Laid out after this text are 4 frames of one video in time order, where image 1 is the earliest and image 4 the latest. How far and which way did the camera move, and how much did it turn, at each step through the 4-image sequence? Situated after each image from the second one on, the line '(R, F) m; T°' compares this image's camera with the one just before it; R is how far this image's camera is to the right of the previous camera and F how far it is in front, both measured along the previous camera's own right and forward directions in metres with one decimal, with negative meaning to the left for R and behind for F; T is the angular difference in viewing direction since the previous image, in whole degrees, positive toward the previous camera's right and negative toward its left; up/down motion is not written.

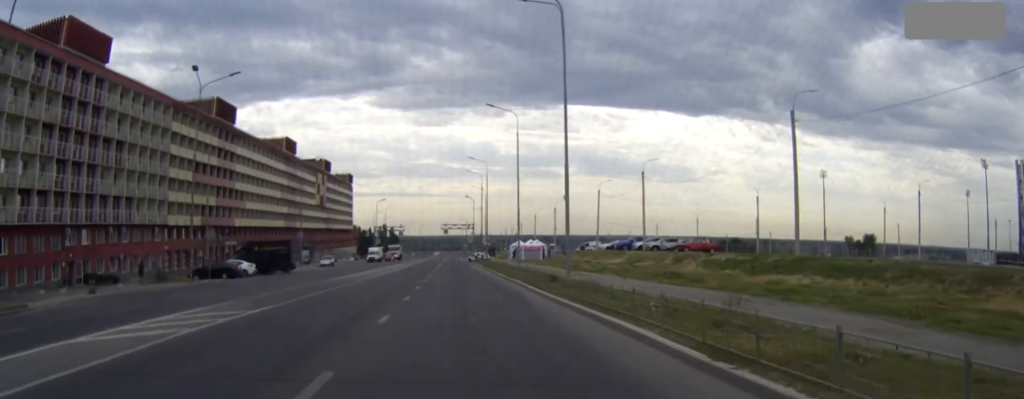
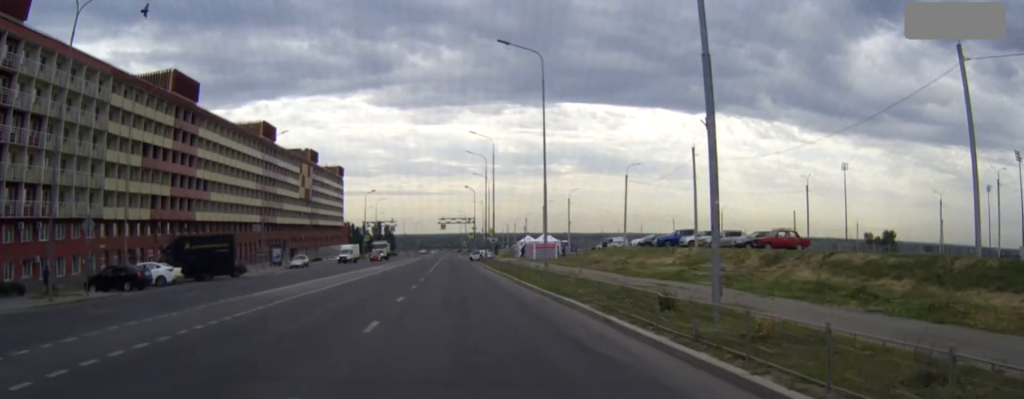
(0.0, +17.8) m; 0°
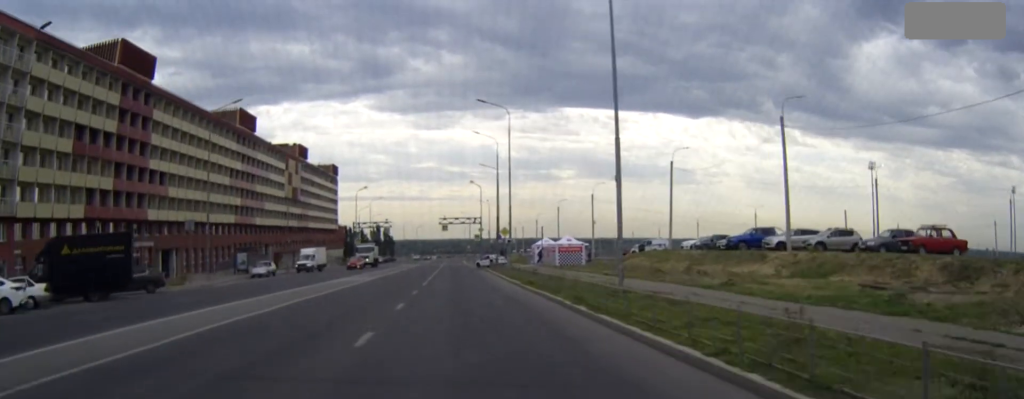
(-0.1, +17.6) m; 0°
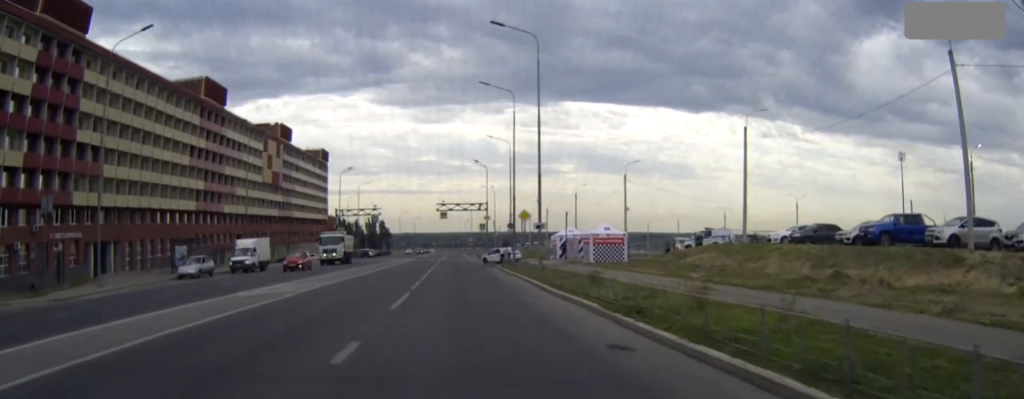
(0.0, +18.5) m; 0°
